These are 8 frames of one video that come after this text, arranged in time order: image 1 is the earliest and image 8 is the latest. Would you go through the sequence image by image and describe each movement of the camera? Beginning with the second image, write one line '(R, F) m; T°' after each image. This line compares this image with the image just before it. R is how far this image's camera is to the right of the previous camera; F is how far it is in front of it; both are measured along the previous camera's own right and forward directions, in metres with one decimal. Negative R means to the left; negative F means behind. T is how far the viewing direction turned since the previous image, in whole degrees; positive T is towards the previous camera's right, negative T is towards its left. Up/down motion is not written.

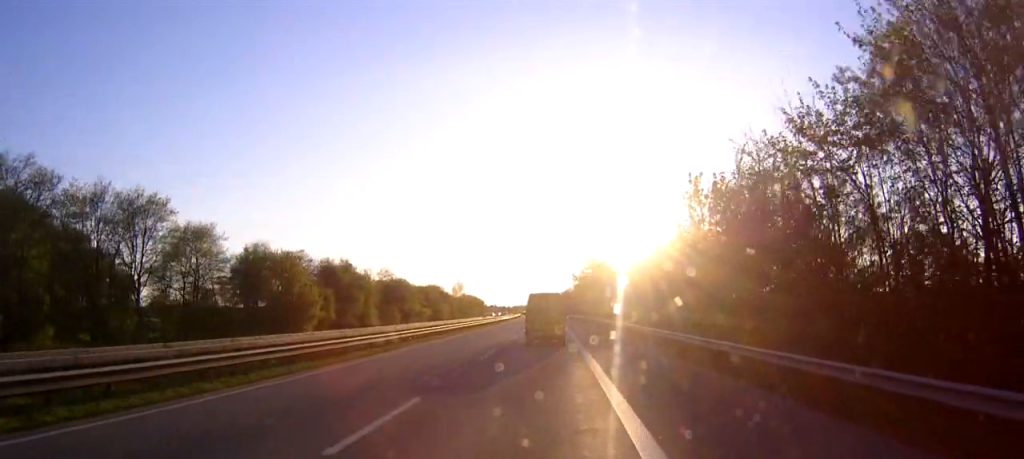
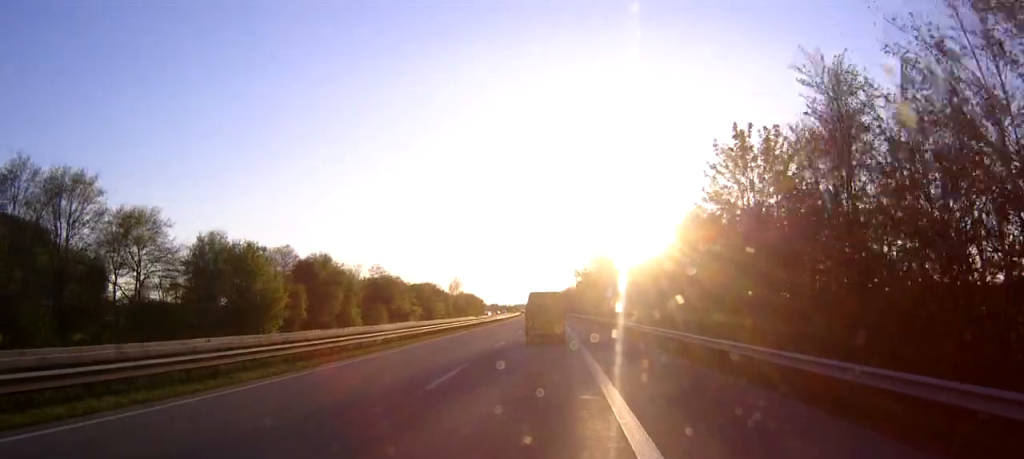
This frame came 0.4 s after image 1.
(0.0, +10.1) m; 0°
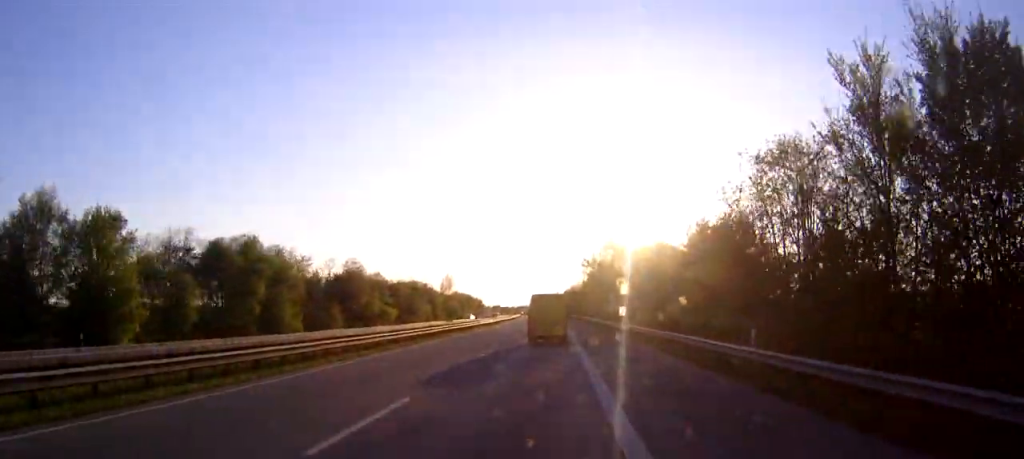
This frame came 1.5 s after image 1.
(-0.1, +24.6) m; 0°
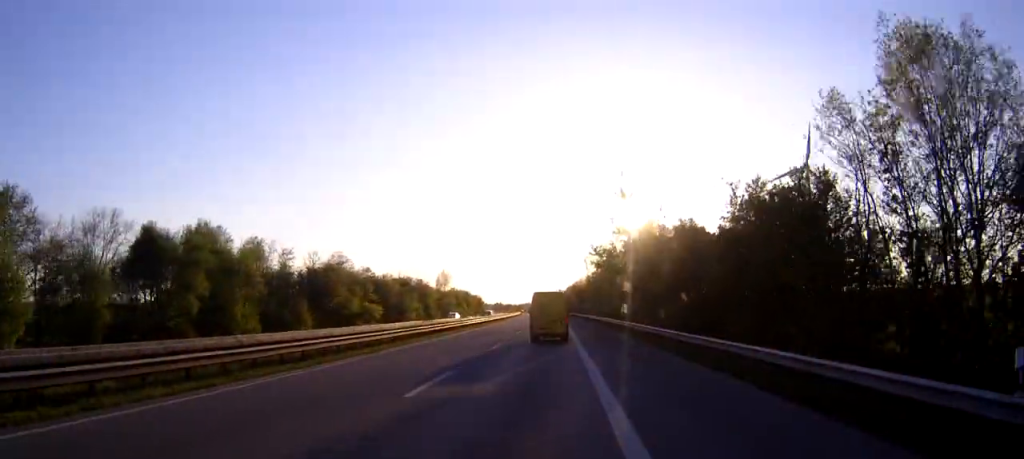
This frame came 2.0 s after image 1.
(0.0, +11.2) m; 0°
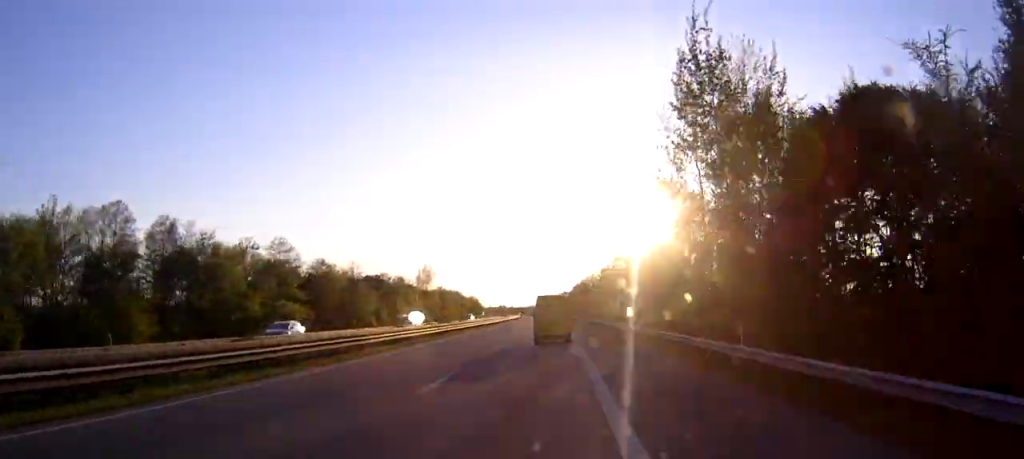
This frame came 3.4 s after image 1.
(-0.1, +30.9) m; 0°
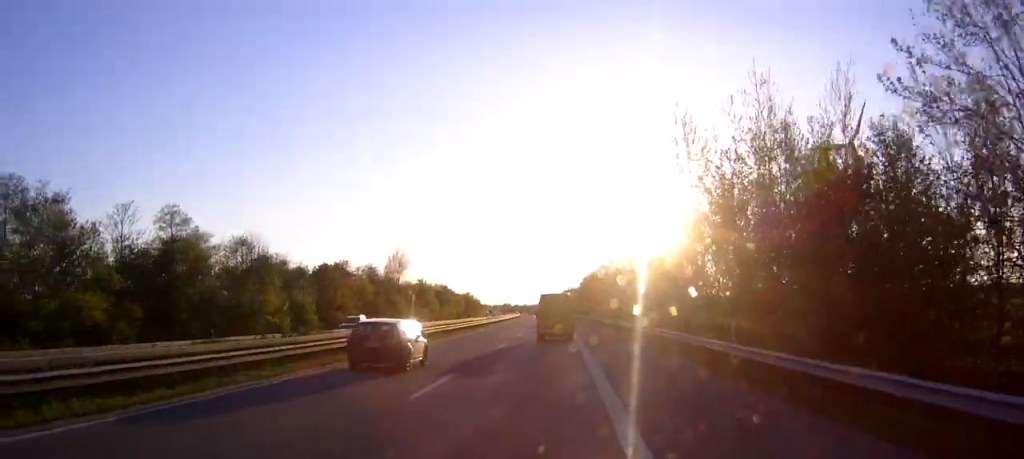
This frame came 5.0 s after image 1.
(-0.1, +29.7) m; 0°
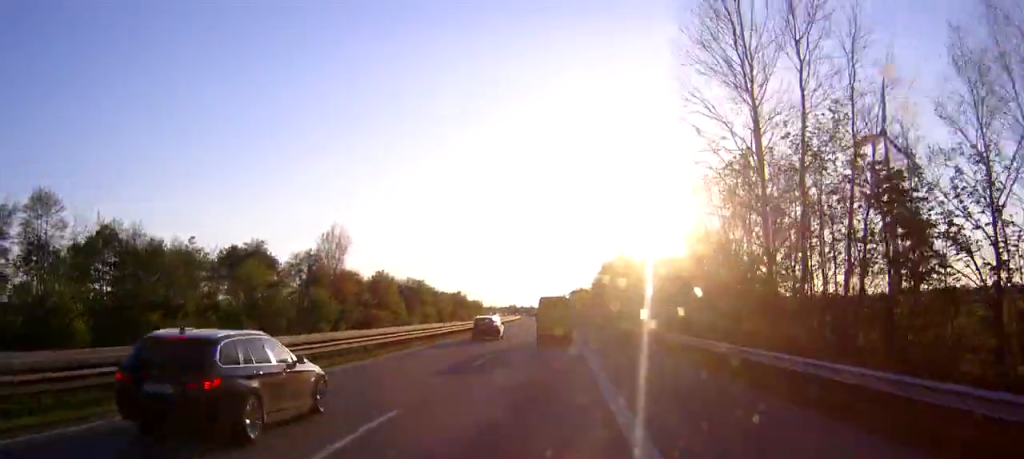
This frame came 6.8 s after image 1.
(-0.2, +37.6) m; 0°
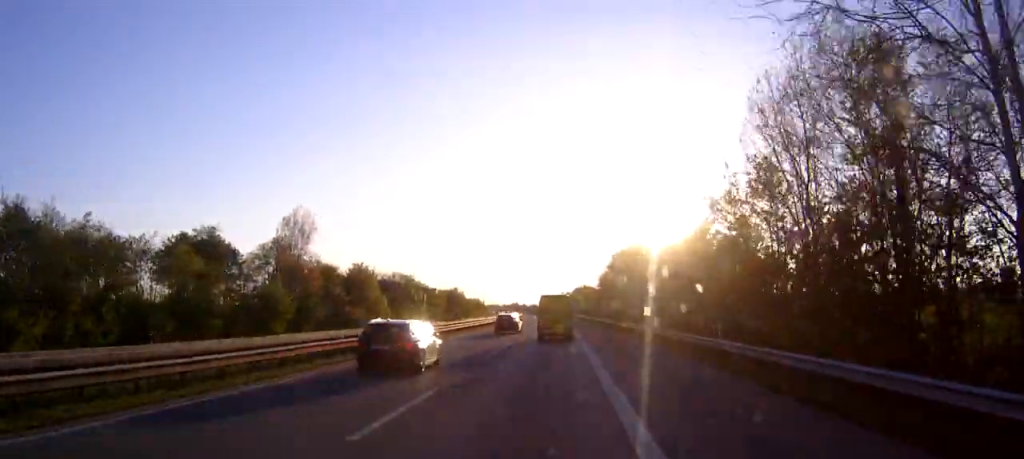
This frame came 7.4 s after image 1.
(0.0, +14.2) m; 0°
